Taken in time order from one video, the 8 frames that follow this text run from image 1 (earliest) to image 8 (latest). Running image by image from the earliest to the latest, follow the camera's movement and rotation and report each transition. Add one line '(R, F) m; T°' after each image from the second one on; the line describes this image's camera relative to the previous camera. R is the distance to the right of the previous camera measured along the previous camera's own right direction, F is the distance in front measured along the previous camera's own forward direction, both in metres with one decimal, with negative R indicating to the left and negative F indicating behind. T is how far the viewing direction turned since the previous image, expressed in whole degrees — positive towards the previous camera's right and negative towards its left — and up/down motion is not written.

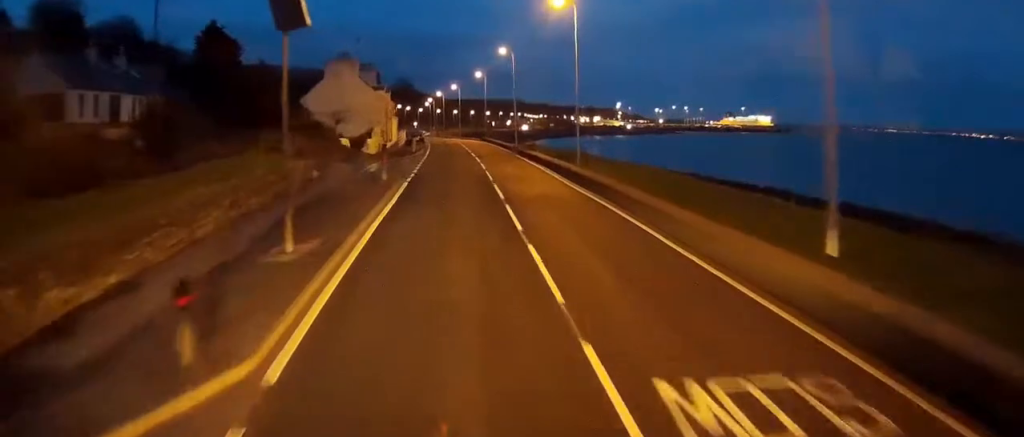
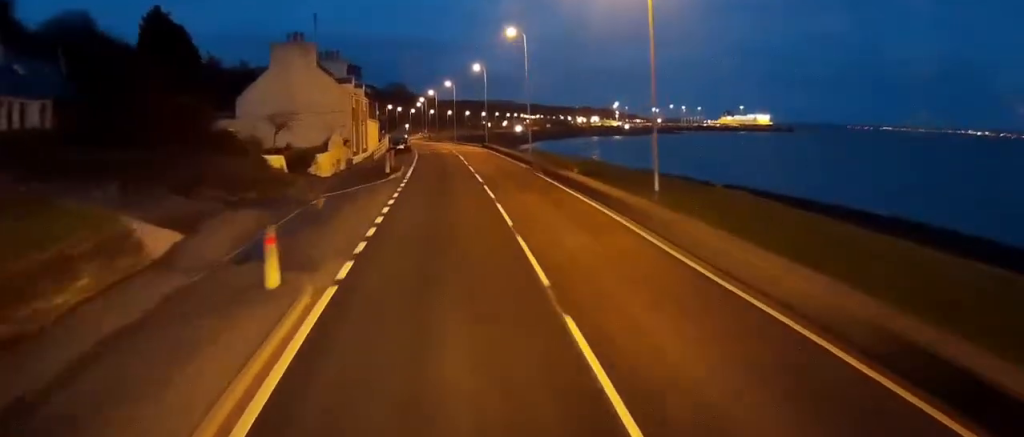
(-0.1, +17.2) m; -1°
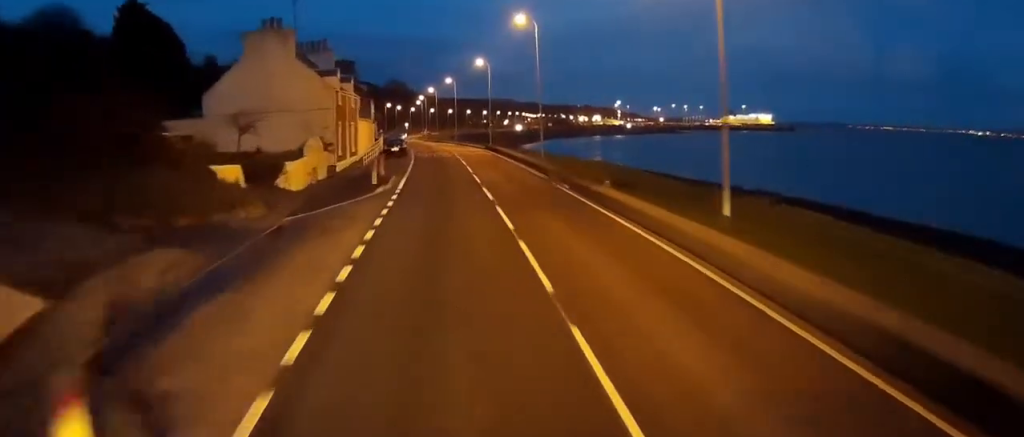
(0.0, +6.5) m; 0°
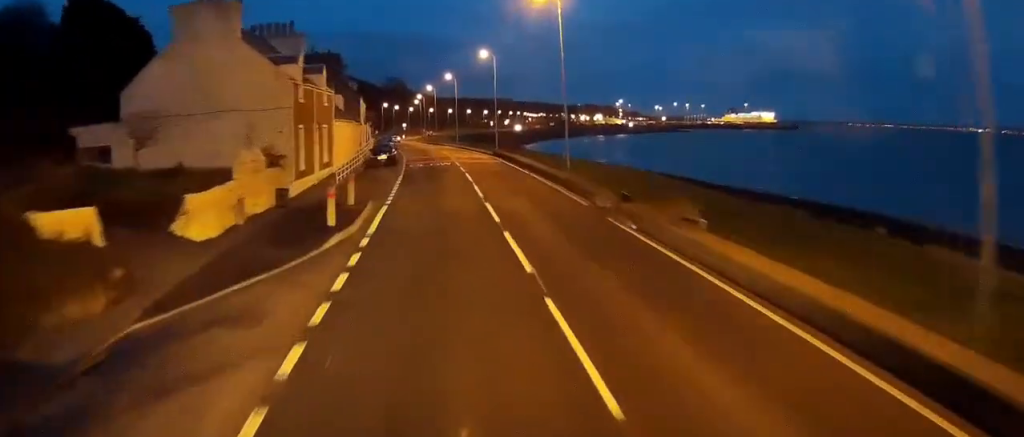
(0.0, +10.4) m; 0°
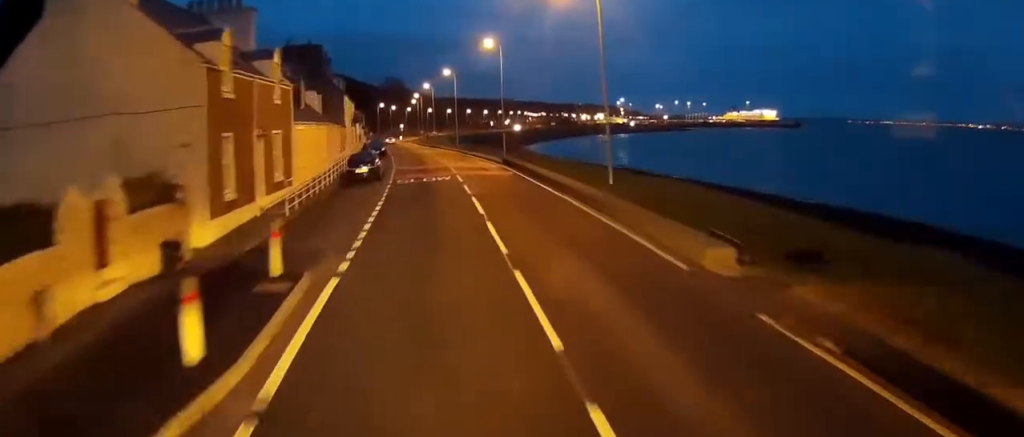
(0.0, +10.1) m; 0°
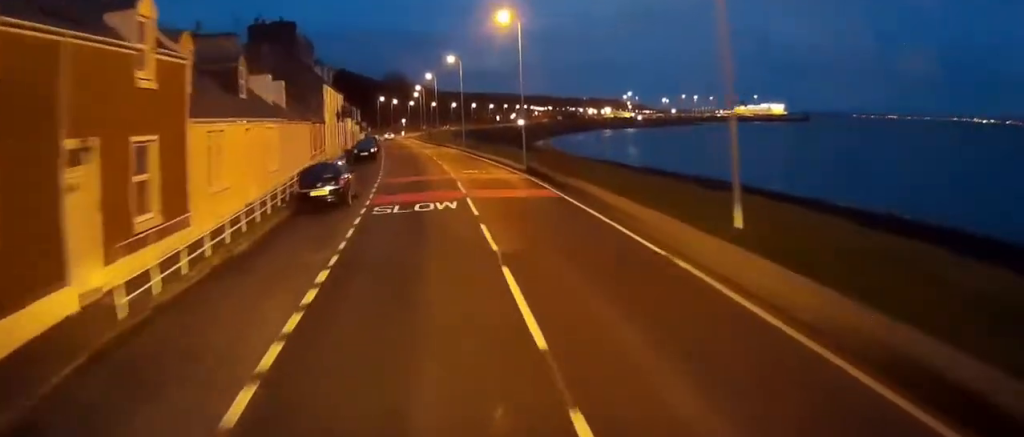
(0.0, +12.4) m; -1°
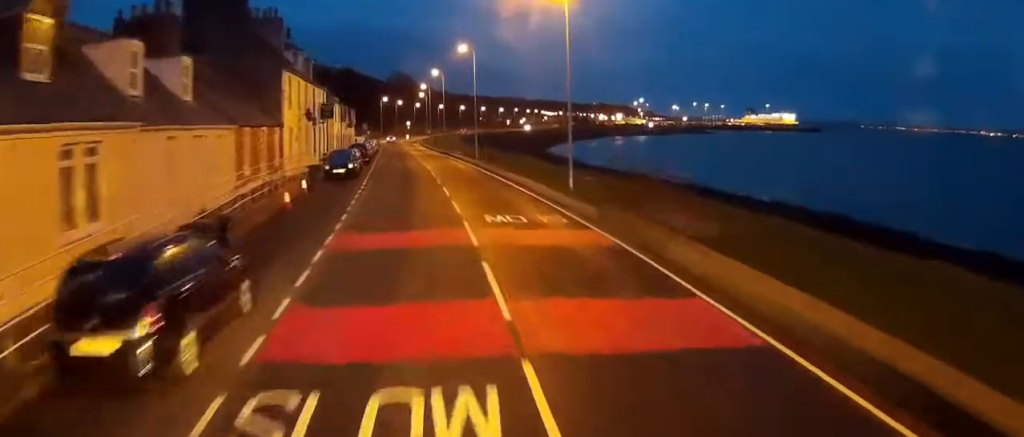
(-0.3, +15.2) m; -2°
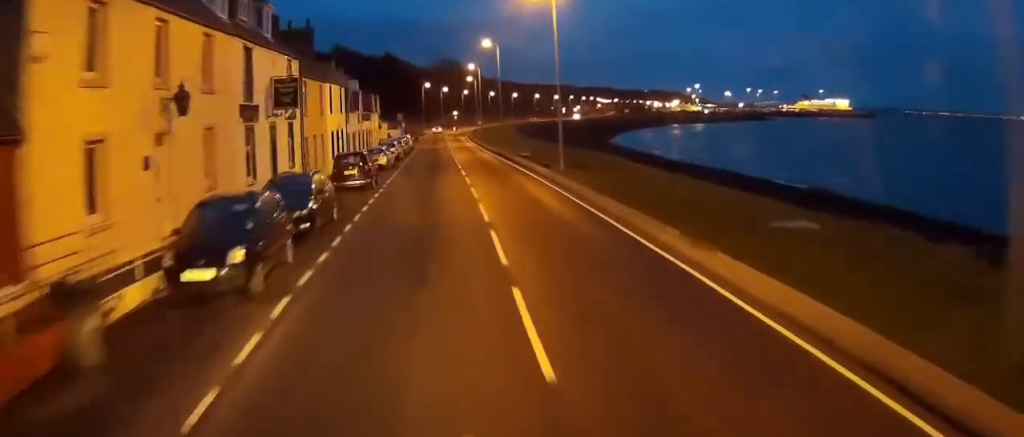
(-0.5, +25.0) m; -1°
